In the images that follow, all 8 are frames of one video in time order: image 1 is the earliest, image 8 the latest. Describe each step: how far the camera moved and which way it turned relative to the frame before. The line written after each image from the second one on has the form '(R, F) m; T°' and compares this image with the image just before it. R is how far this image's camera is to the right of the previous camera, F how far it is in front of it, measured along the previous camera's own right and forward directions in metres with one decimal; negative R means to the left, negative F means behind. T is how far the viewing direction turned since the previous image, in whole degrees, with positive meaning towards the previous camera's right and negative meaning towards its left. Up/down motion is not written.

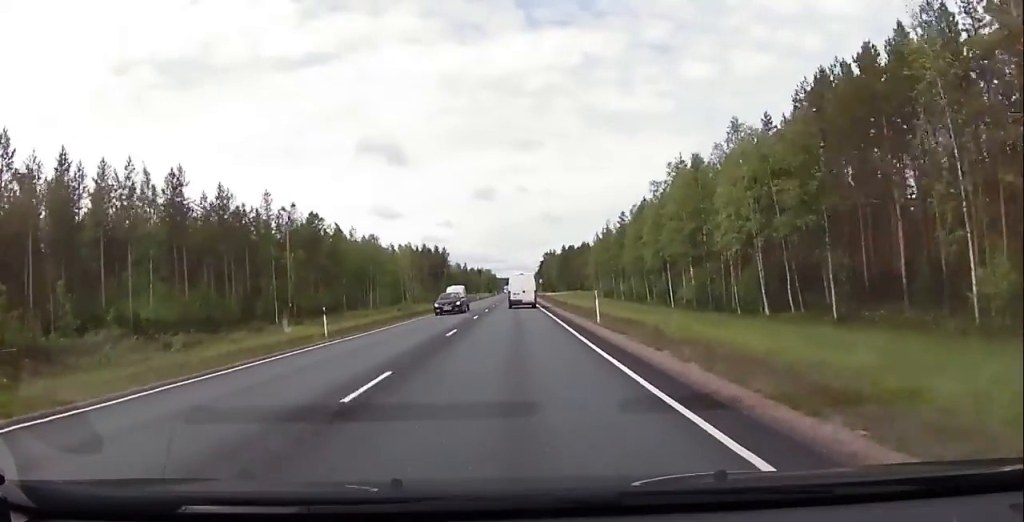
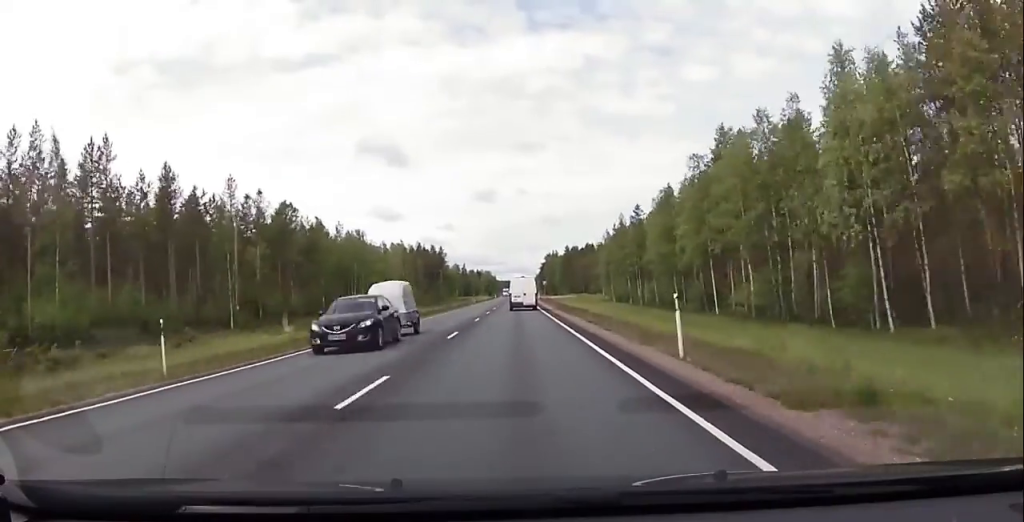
(-0.2, +12.4) m; -1°
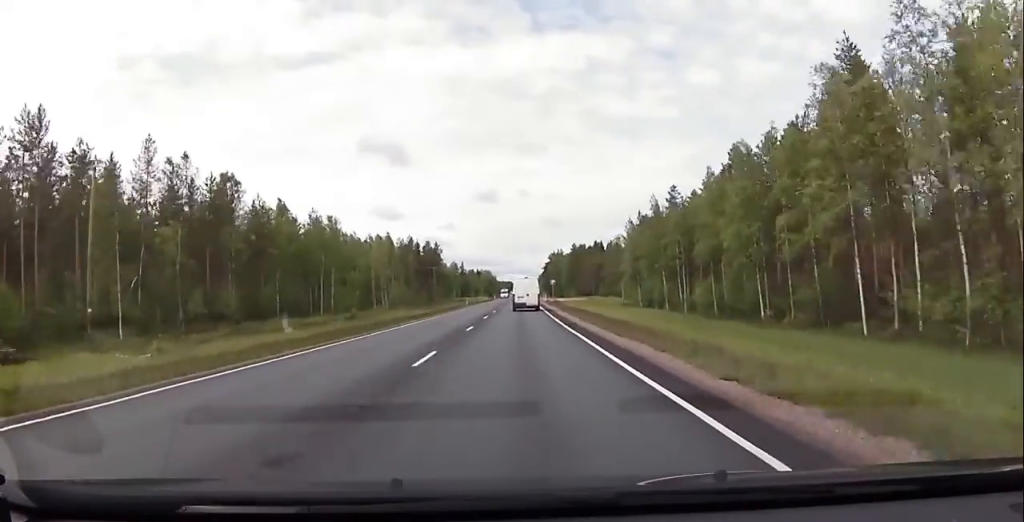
(0.0, +19.4) m; +1°
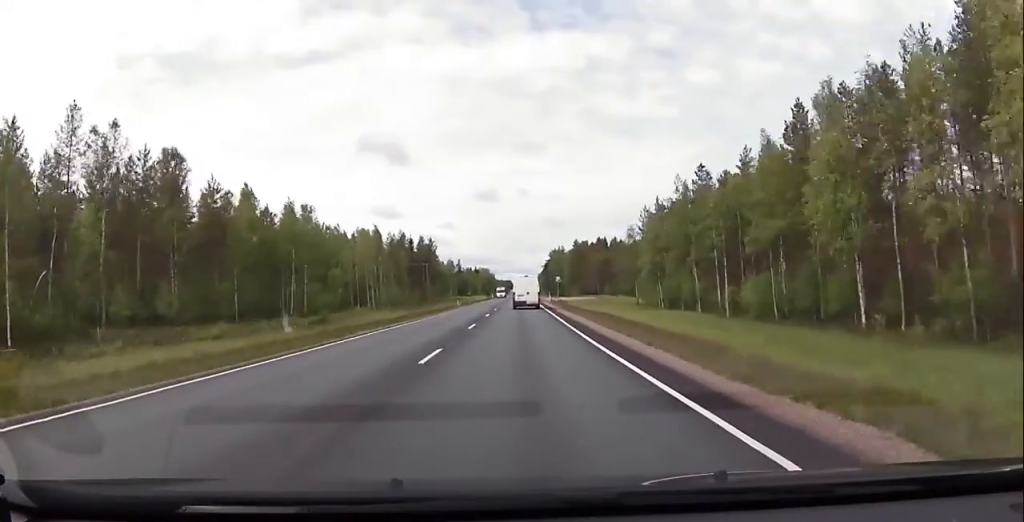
(+0.2, +11.7) m; +1°
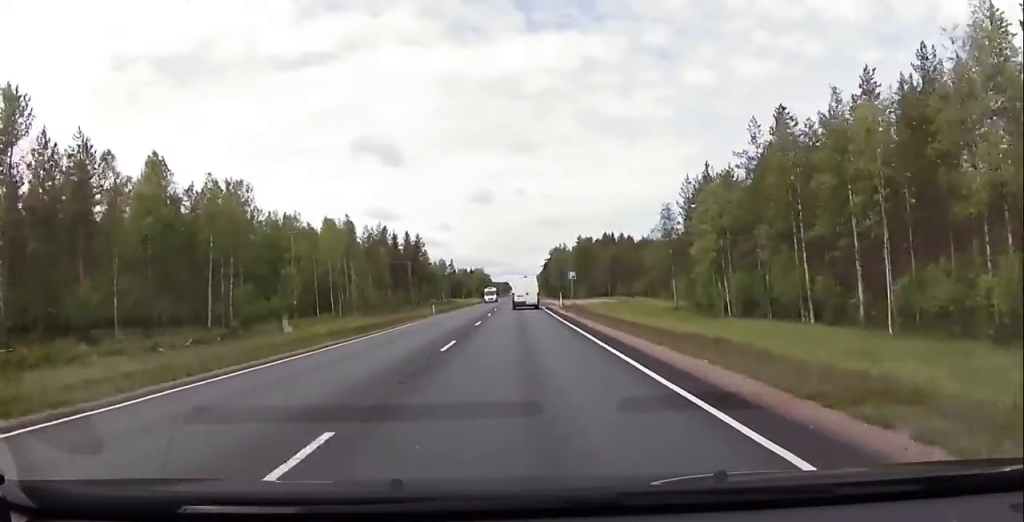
(+0.3, +21.0) m; +1°
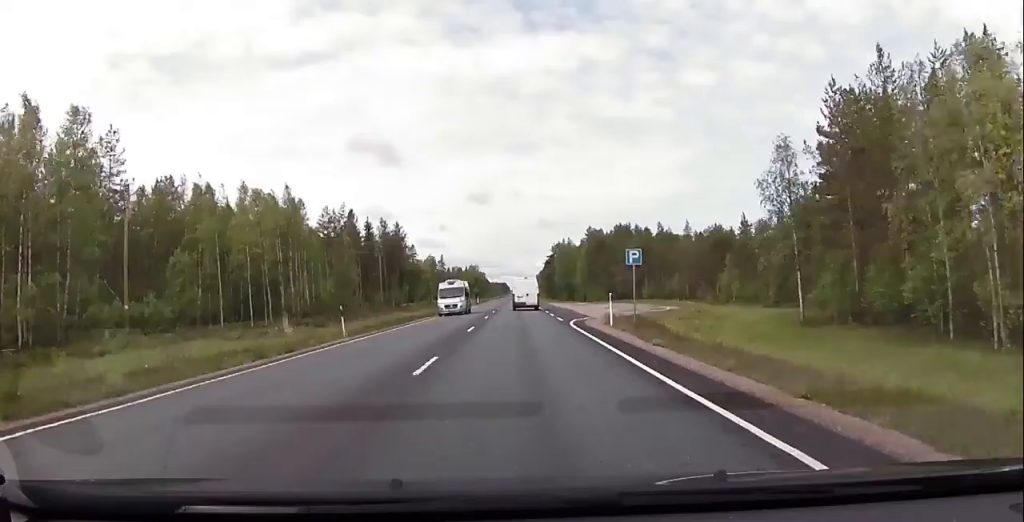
(0.0, +28.2) m; -1°
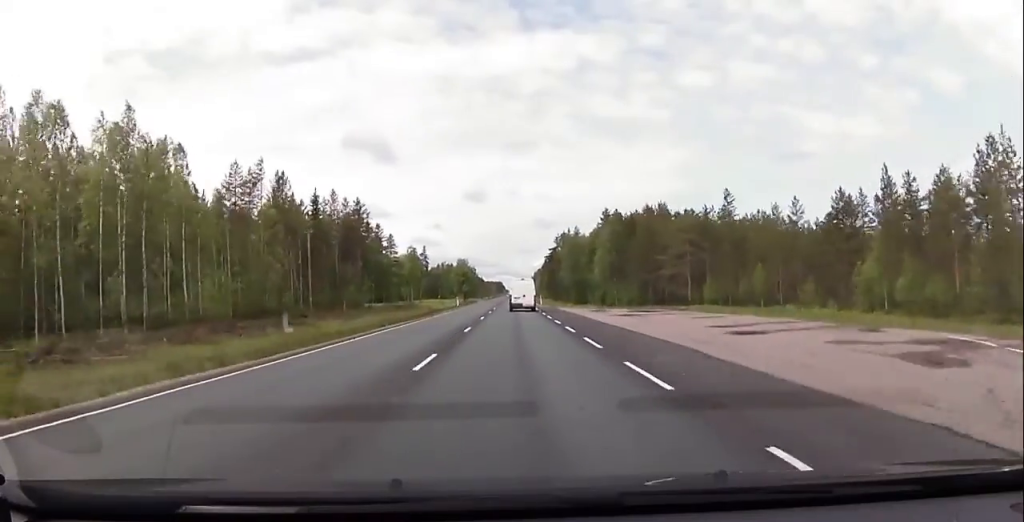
(-0.7, +34.8) m; -1°
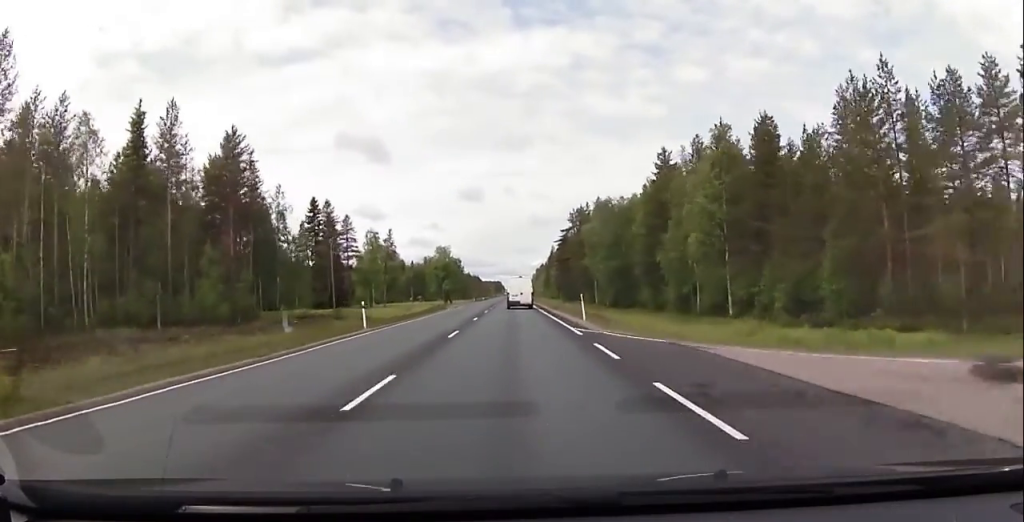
(+2.1, +51.7) m; +1°
